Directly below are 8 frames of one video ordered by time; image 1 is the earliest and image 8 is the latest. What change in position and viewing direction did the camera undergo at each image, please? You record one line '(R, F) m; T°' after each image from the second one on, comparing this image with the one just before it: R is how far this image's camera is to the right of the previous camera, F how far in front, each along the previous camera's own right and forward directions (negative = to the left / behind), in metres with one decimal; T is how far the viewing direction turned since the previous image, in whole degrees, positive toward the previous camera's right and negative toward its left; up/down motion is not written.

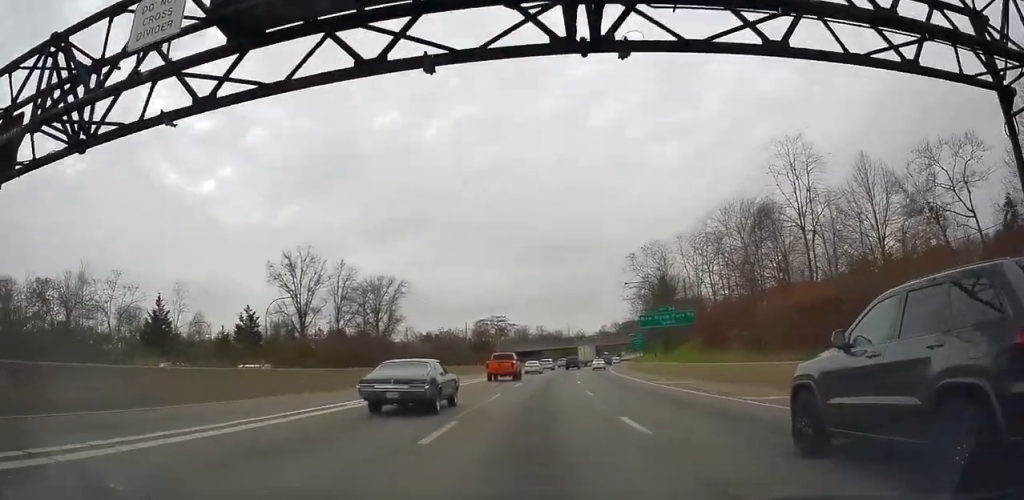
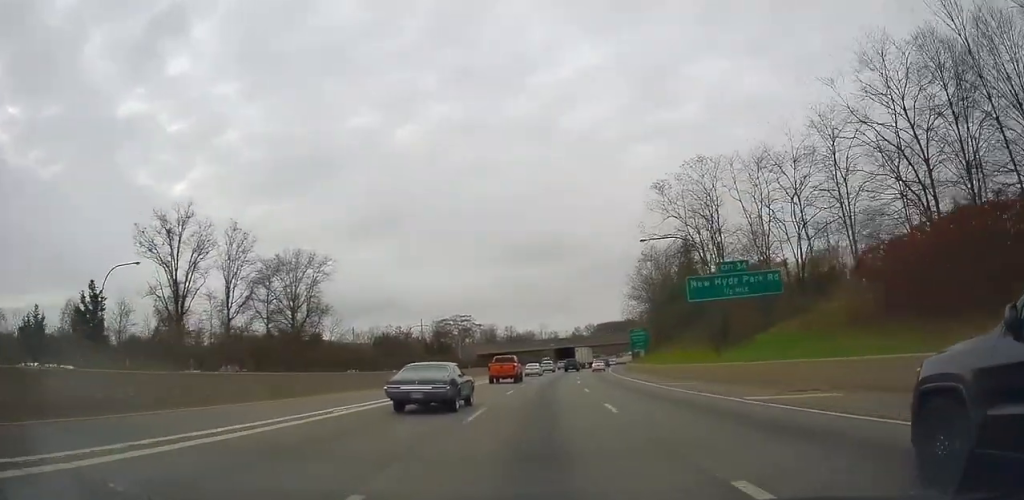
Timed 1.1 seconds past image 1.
(+0.7, +31.6) m; +2°
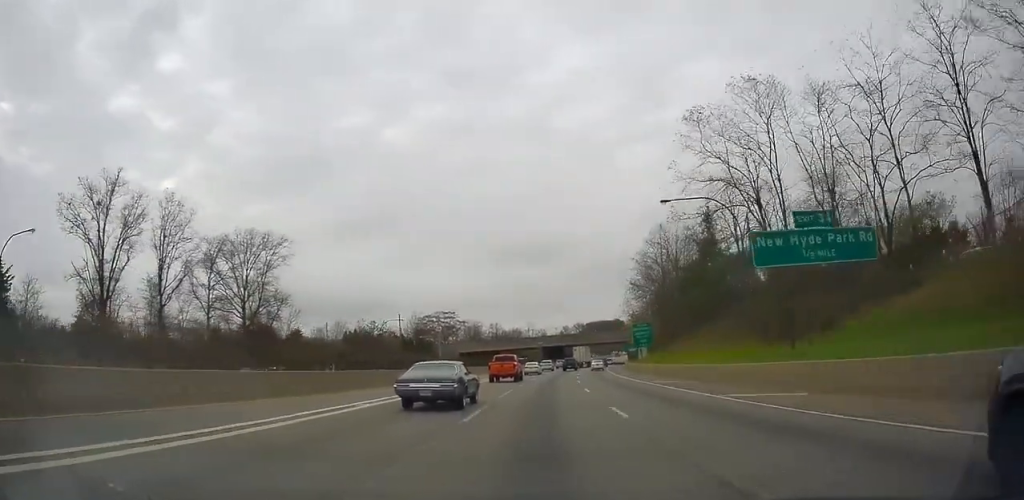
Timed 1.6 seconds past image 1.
(+0.1, +13.2) m; +1°
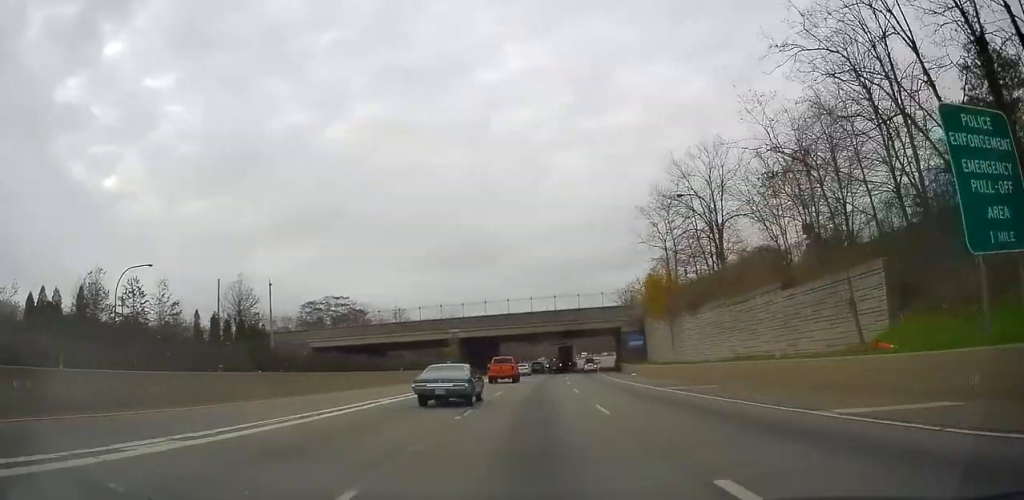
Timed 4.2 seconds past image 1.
(+5.3, +71.0) m; +8°
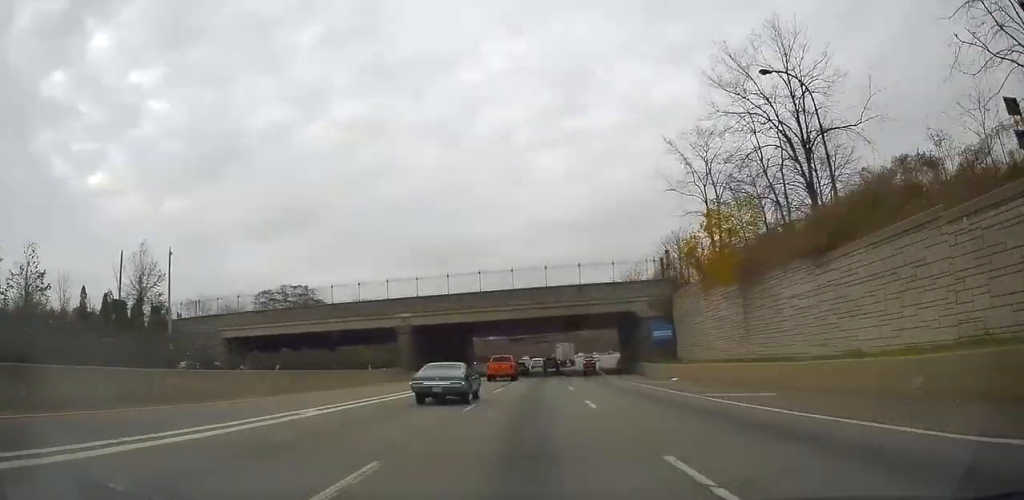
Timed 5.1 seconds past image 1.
(+0.1, +22.2) m; +2°
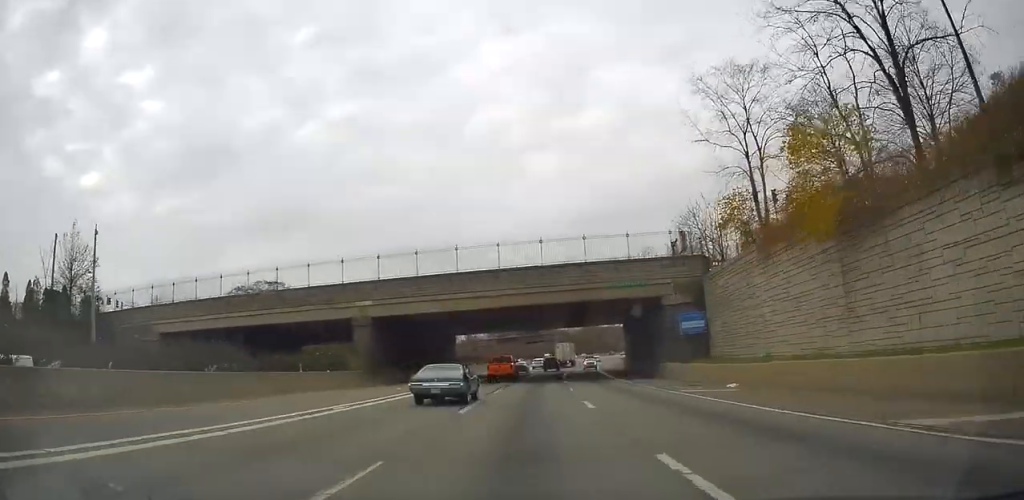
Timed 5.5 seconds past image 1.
(-0.1, +11.8) m; +1°
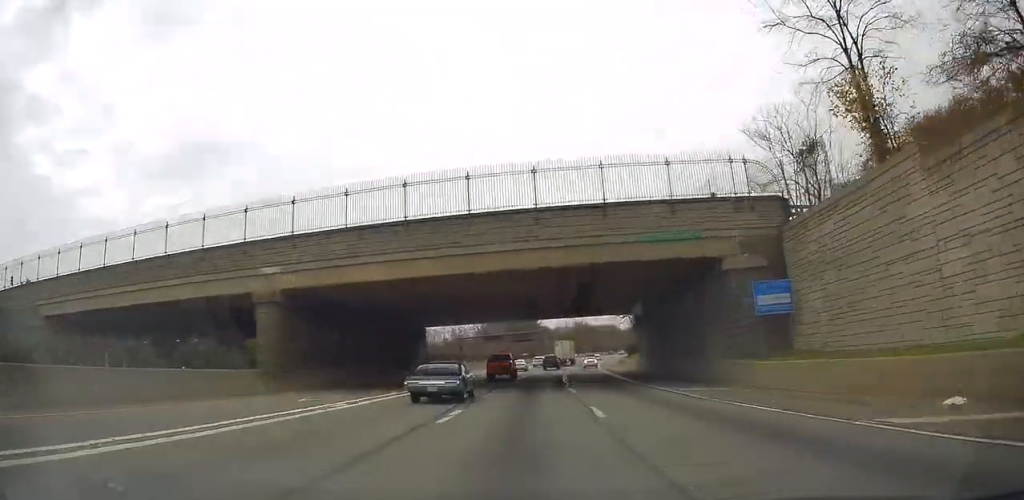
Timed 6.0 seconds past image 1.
(+0.6, +15.1) m; +1°
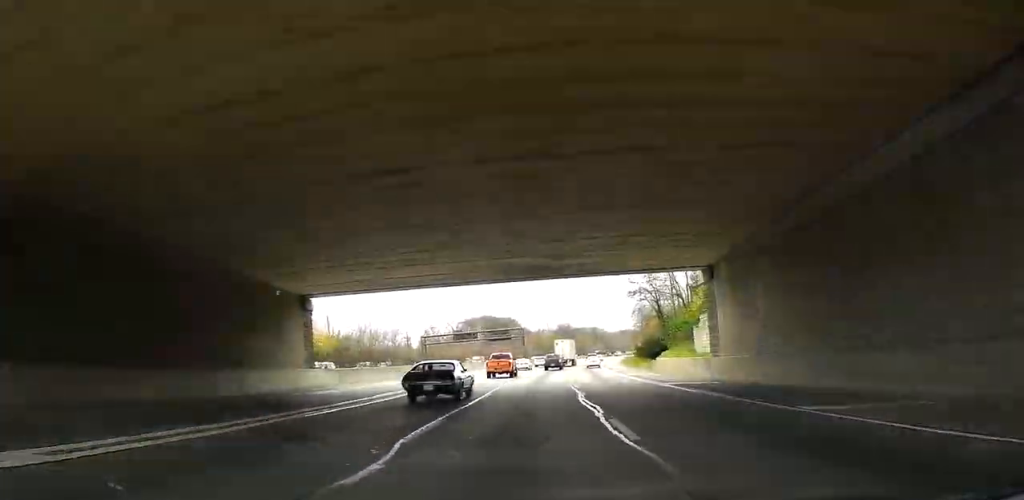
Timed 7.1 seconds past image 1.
(+0.3, +28.5) m; +1°
